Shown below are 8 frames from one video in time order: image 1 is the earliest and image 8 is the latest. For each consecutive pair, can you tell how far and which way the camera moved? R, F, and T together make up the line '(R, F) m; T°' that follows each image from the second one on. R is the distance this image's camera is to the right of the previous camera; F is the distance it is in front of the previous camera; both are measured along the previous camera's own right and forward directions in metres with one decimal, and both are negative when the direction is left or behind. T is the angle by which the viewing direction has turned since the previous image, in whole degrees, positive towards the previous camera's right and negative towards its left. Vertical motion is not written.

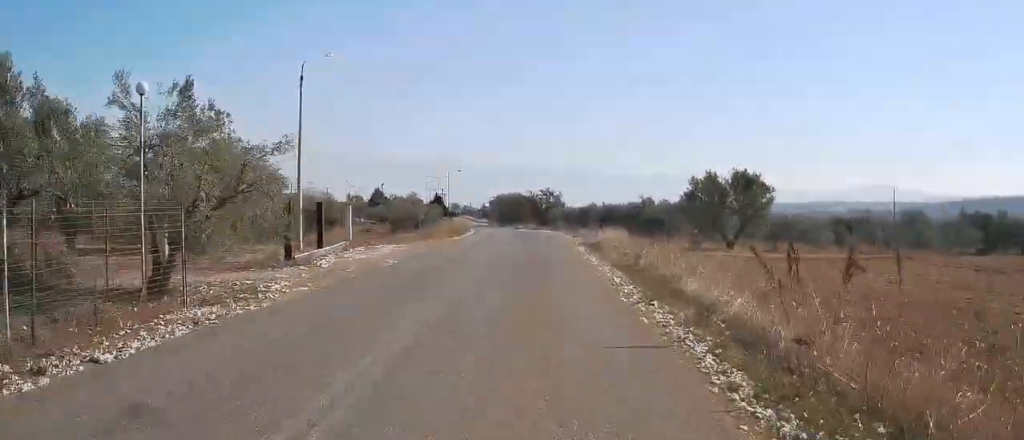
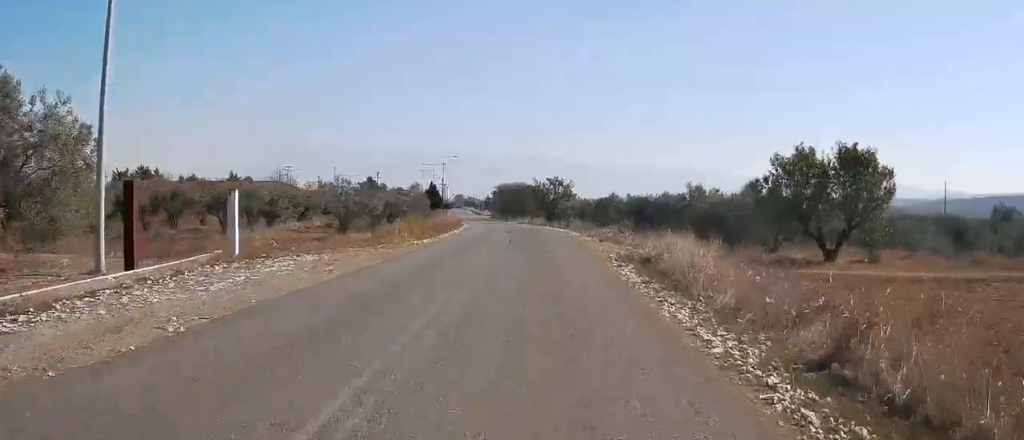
(-0.2, +16.8) m; -1°
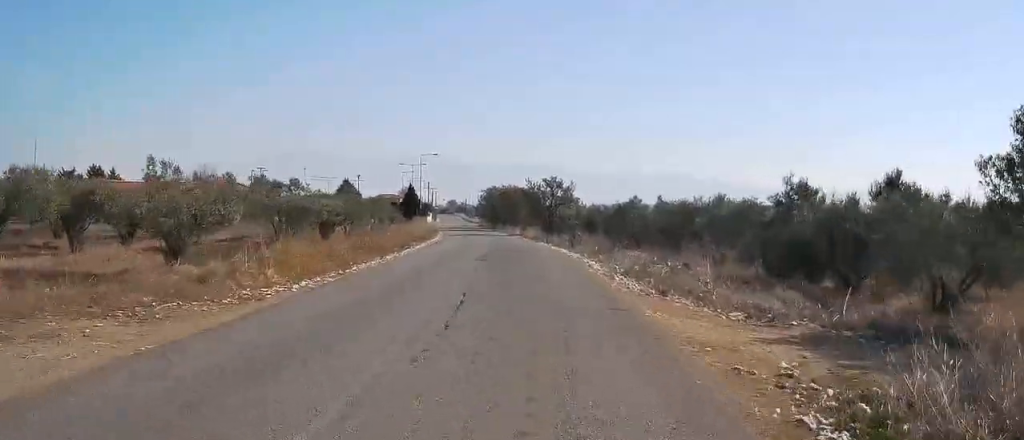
(+0.1, +18.8) m; +1°
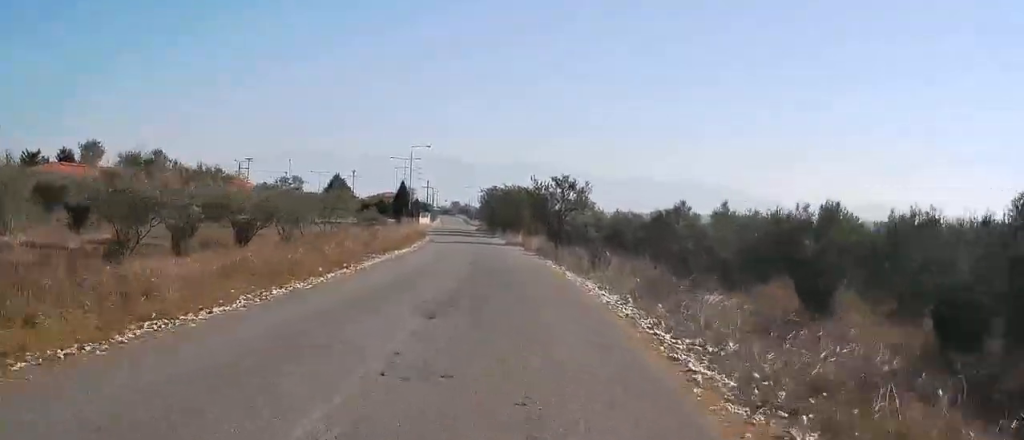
(+0.2, +14.0) m; 0°
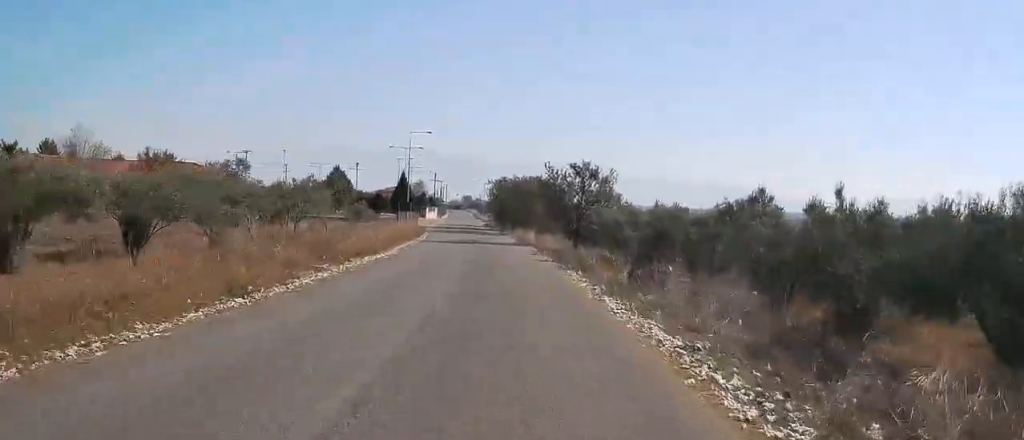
(-0.1, +10.4) m; -1°
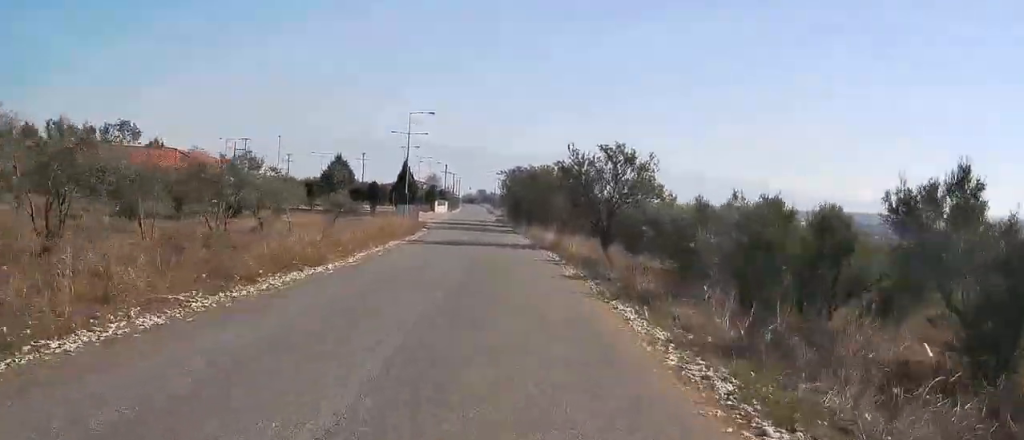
(0.0, +11.3) m; -1°
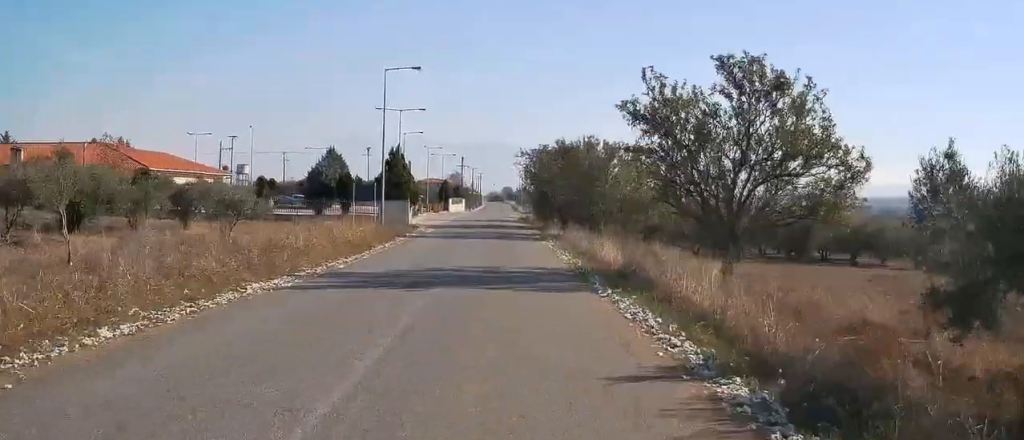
(-0.3, +22.5) m; -2°
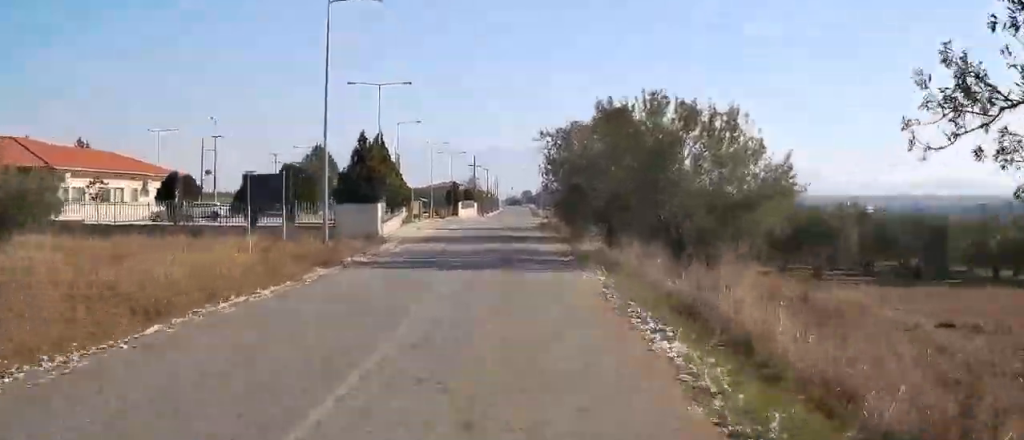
(-0.2, +17.8) m; -1°
